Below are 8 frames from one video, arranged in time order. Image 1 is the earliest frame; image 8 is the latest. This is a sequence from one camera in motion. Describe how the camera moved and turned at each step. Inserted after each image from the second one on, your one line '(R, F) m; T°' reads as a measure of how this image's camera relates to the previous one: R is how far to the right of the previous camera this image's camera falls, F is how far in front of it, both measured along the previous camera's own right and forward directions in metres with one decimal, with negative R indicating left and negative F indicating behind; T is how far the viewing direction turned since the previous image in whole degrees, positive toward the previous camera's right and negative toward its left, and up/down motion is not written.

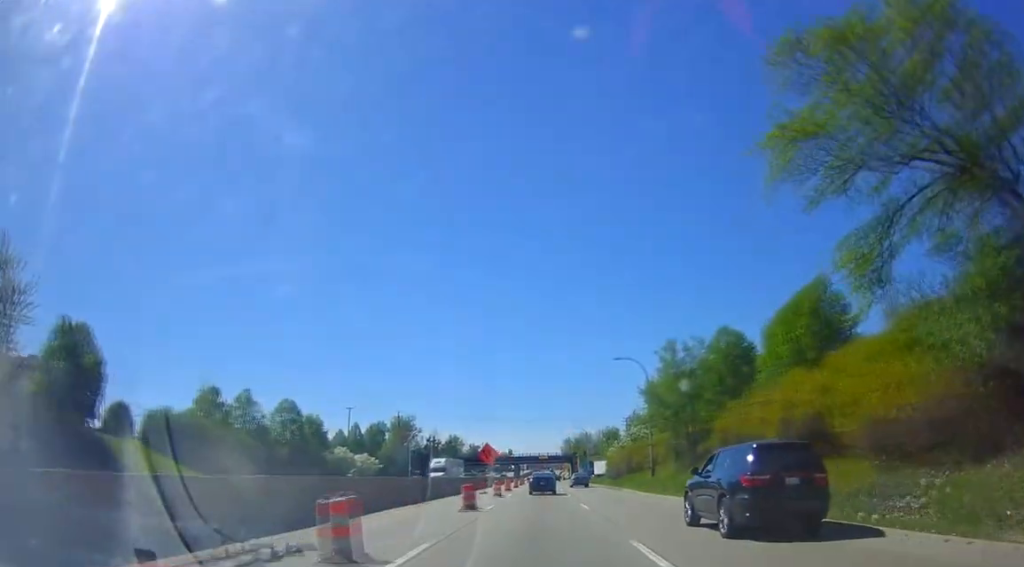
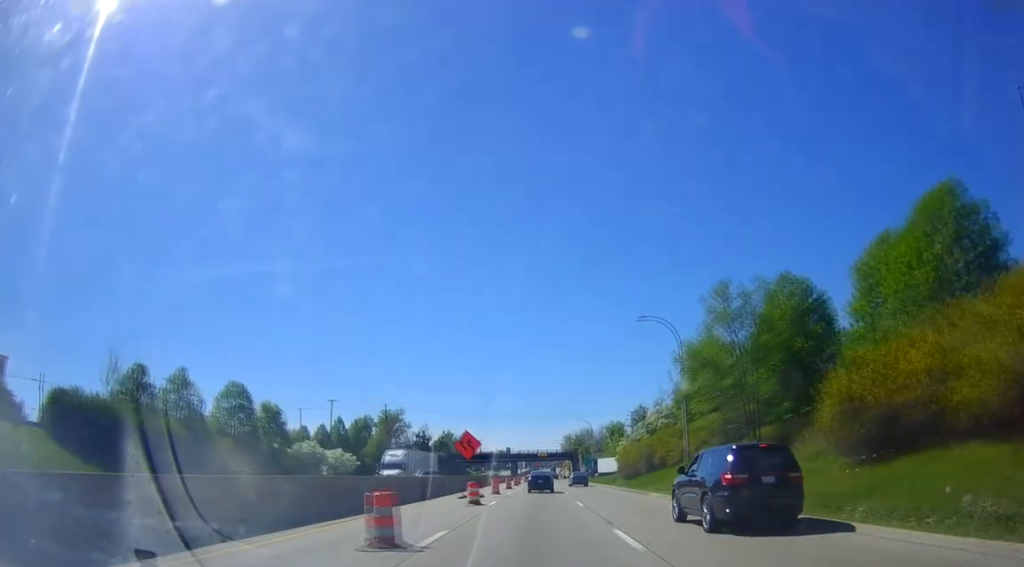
(-0.3, +12.9) m; -1°
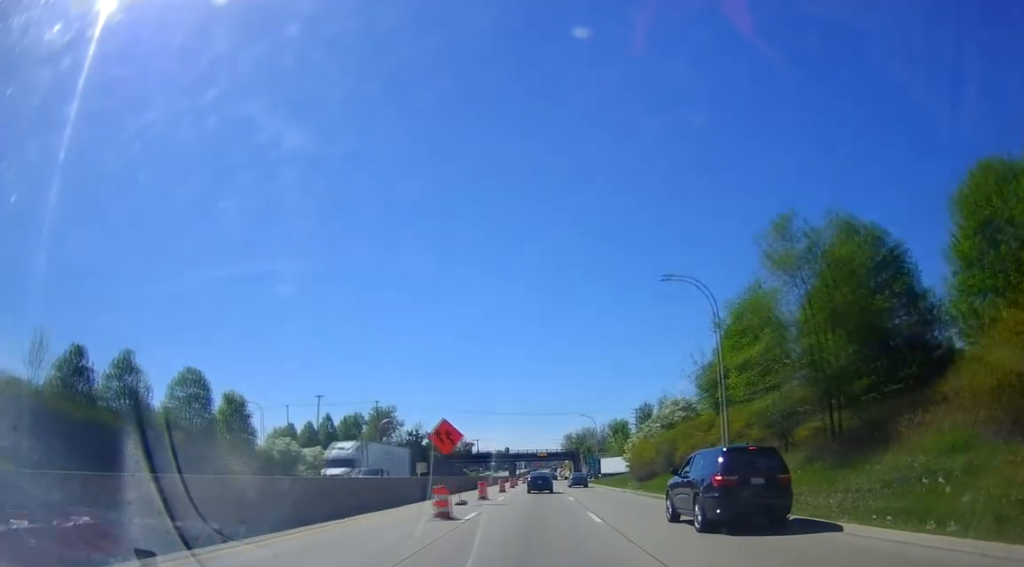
(+0.4, +8.4) m; -1°
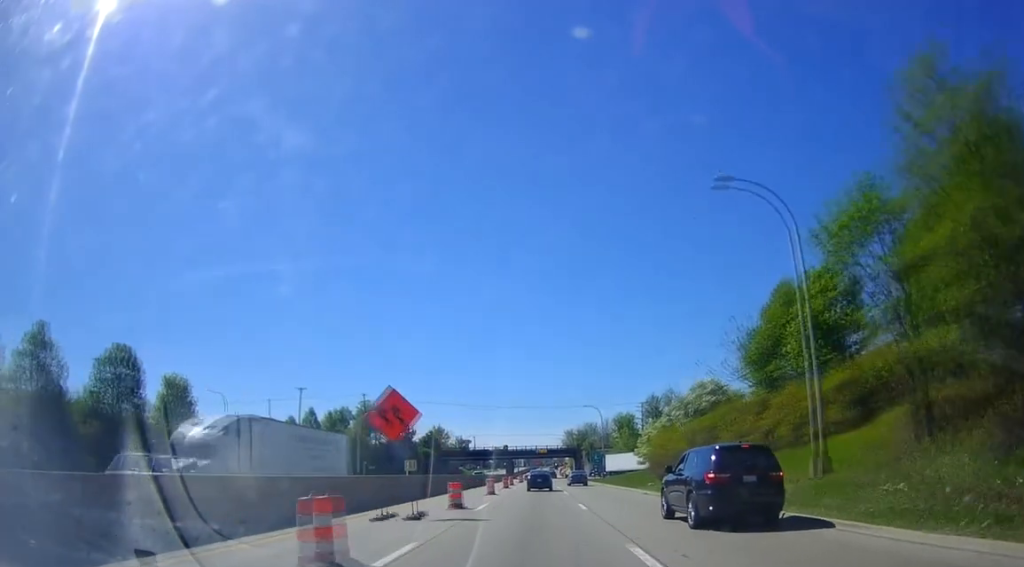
(+0.1, +10.3) m; -1°
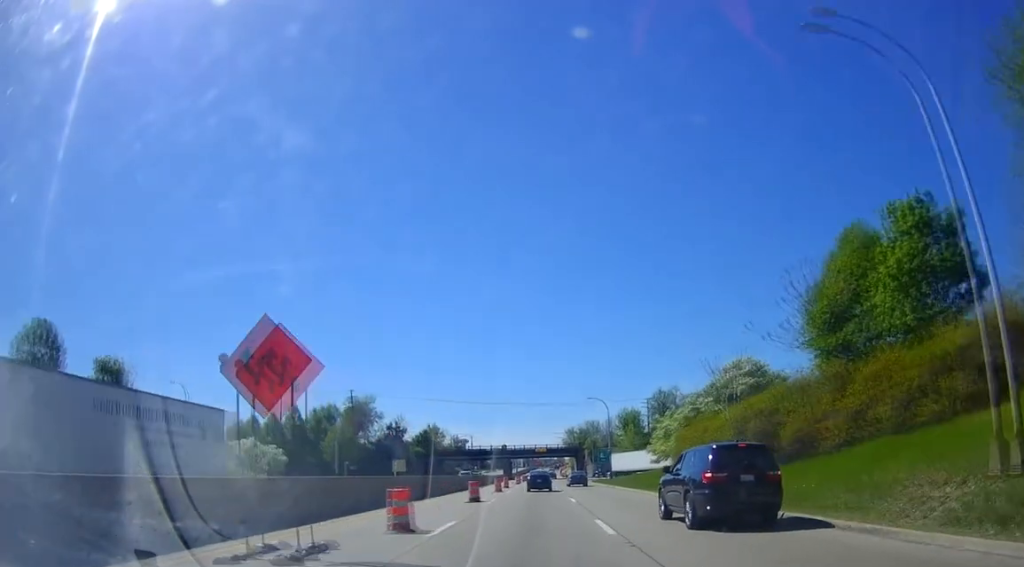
(-0.5, +9.0) m; -1°
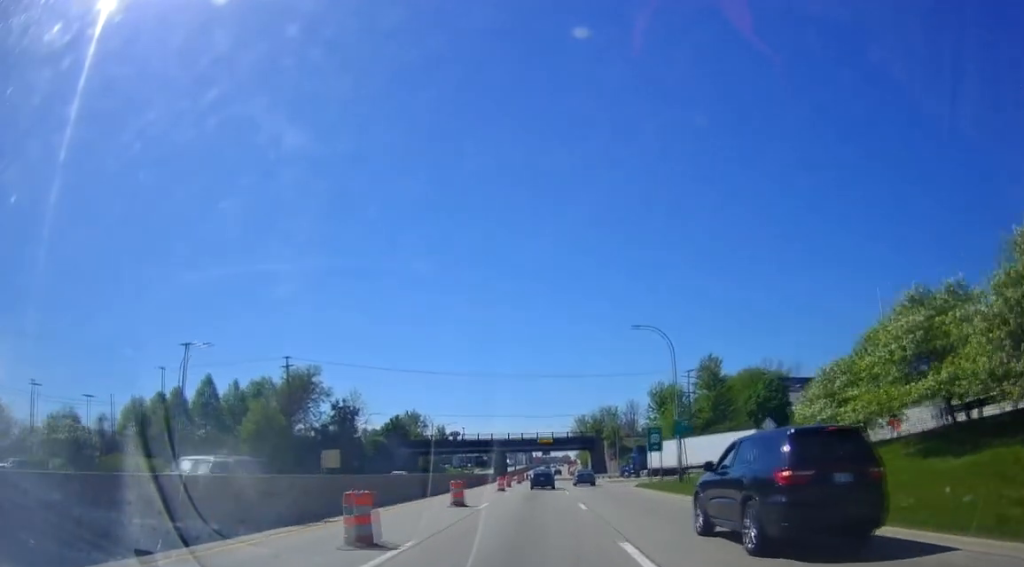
(0.0, +35.7) m; +1°
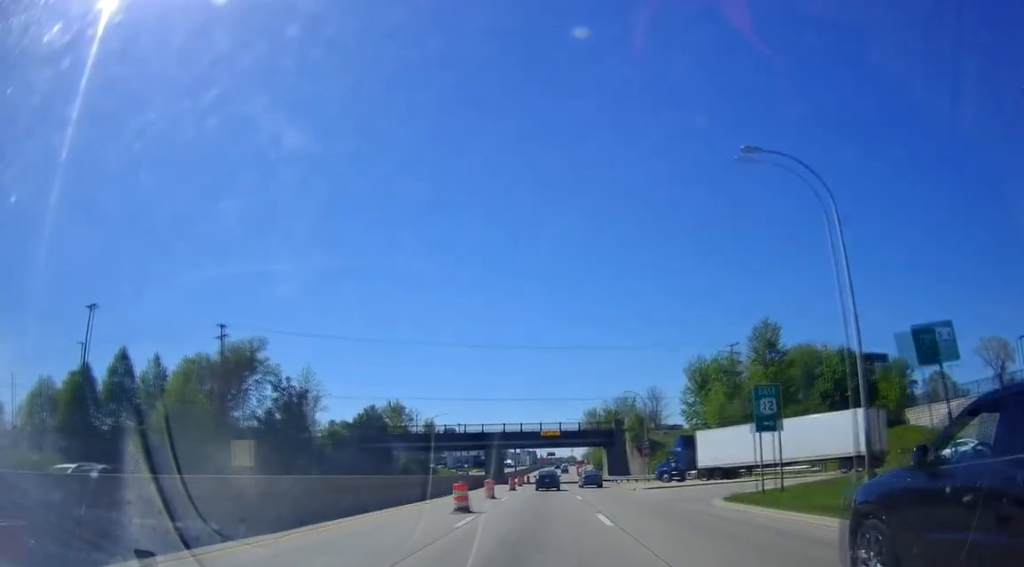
(+0.2, +22.5) m; +1°
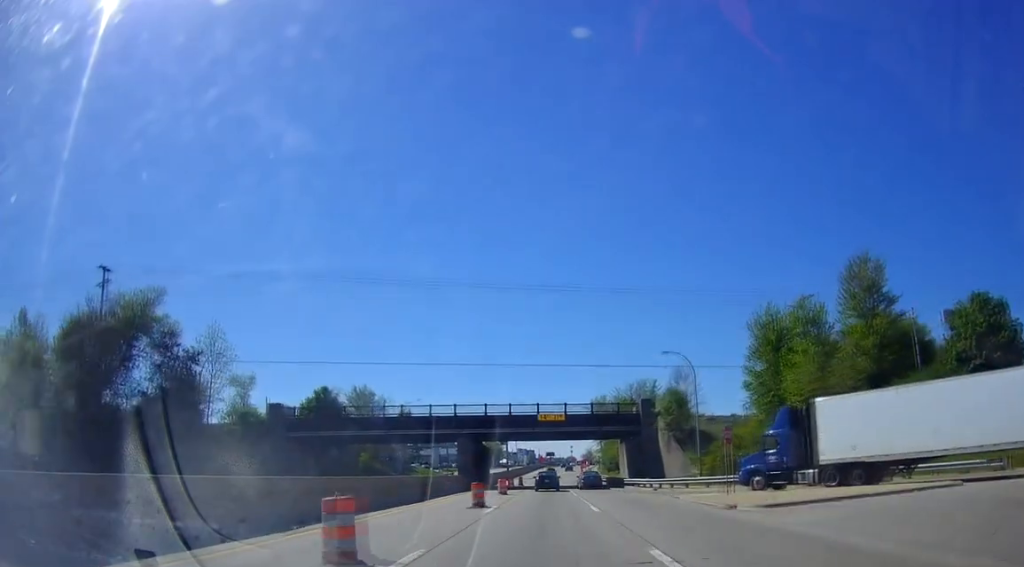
(+0.1, +24.3) m; -1°
